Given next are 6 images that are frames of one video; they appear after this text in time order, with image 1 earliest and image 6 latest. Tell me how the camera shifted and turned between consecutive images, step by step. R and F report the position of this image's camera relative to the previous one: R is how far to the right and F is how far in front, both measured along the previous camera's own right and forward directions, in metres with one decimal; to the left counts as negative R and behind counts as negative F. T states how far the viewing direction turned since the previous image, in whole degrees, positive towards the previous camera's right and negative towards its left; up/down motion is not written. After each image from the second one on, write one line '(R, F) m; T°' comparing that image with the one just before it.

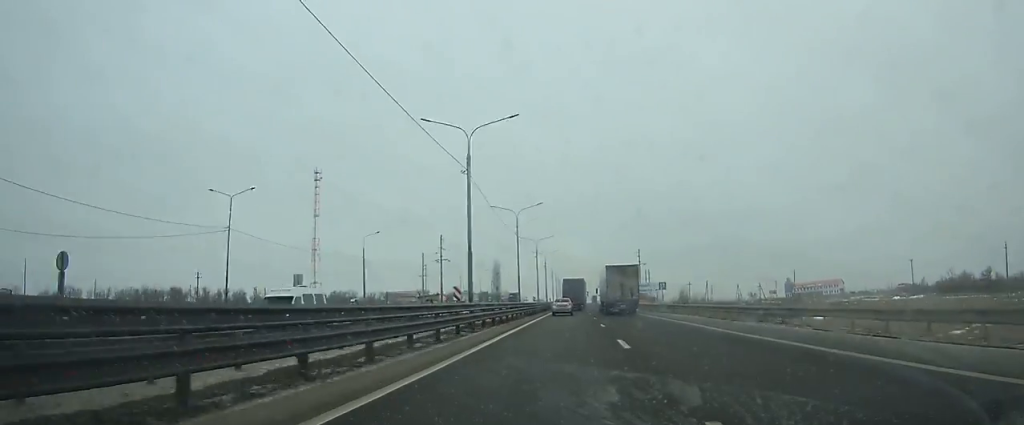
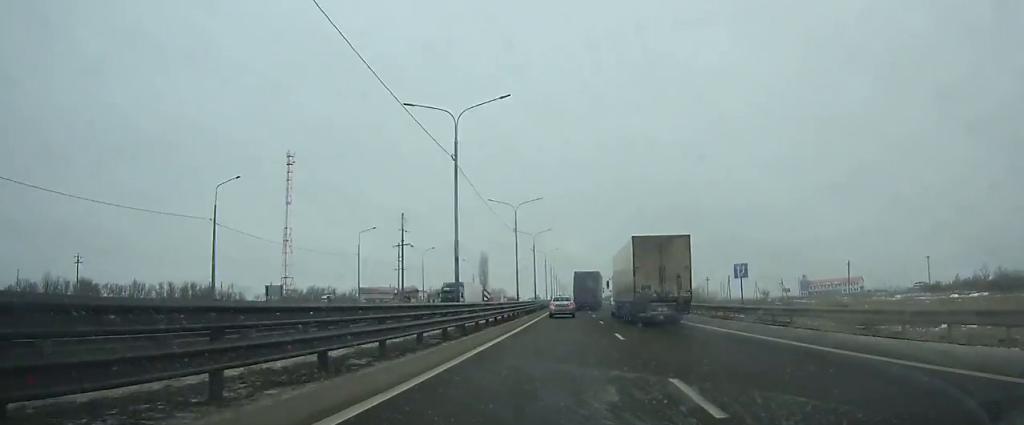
(0.0, +28.6) m; 0°
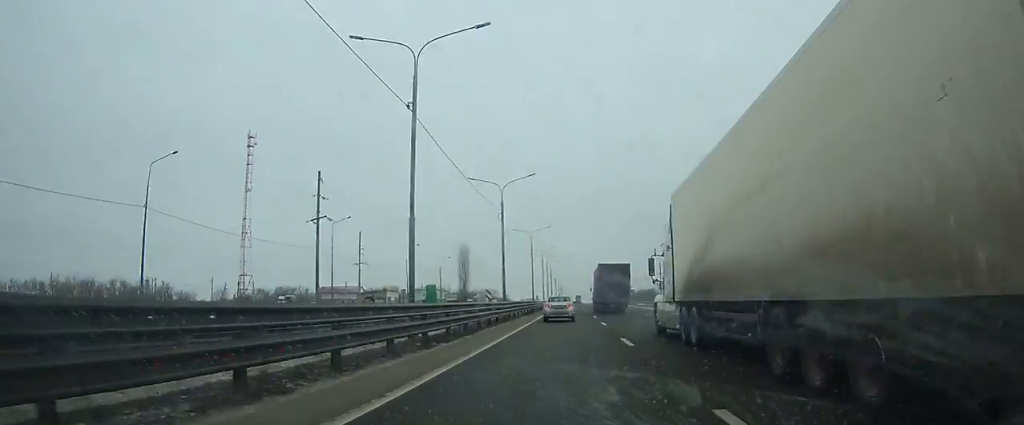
(+0.1, +36.5) m; 0°
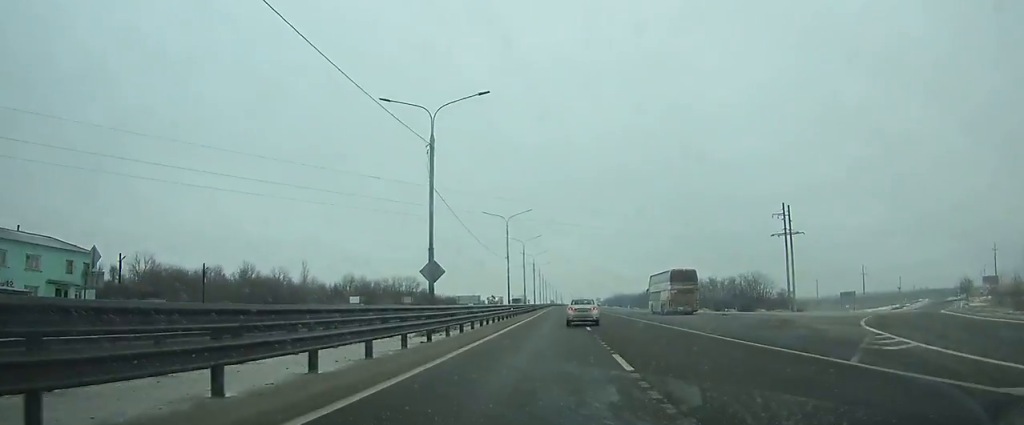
(+0.4, +182.9) m; +1°
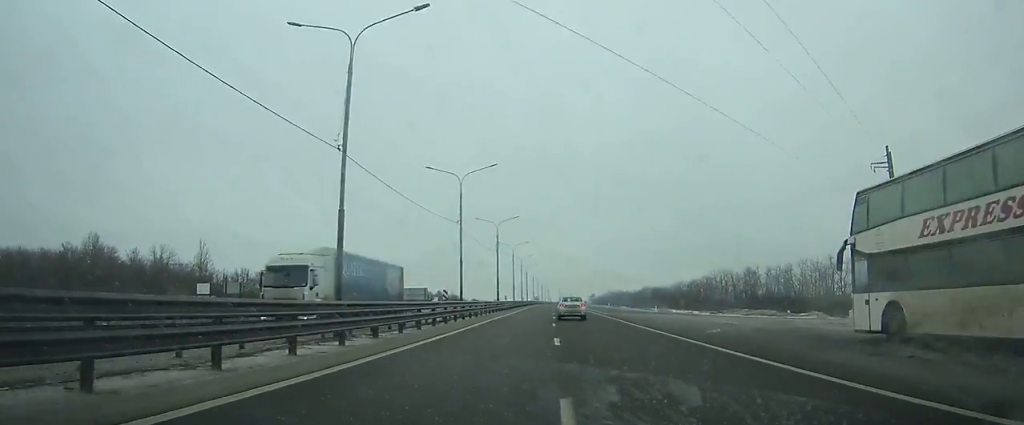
(+0.5, +48.2) m; 0°
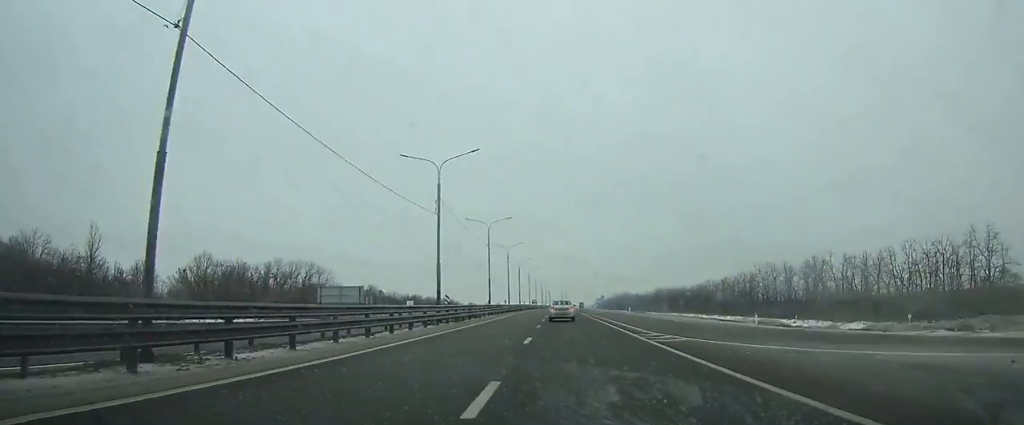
(-0.1, +36.9) m; 0°
